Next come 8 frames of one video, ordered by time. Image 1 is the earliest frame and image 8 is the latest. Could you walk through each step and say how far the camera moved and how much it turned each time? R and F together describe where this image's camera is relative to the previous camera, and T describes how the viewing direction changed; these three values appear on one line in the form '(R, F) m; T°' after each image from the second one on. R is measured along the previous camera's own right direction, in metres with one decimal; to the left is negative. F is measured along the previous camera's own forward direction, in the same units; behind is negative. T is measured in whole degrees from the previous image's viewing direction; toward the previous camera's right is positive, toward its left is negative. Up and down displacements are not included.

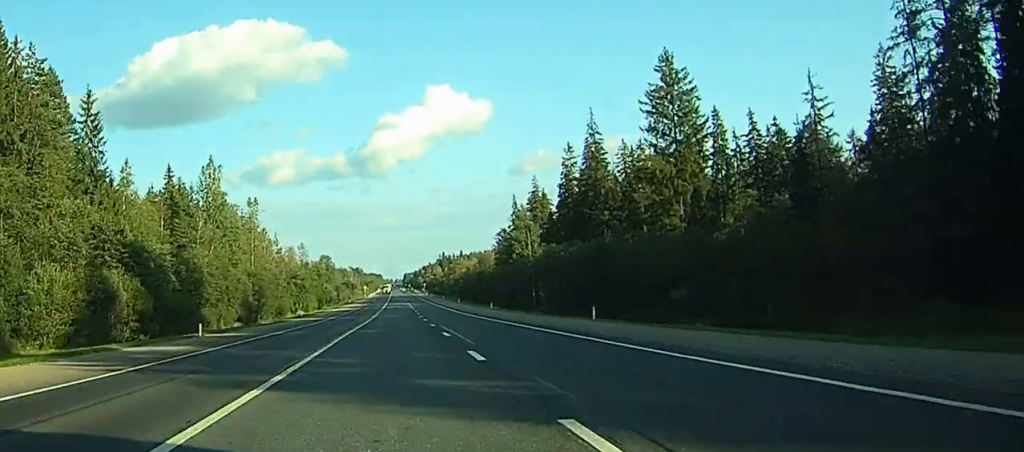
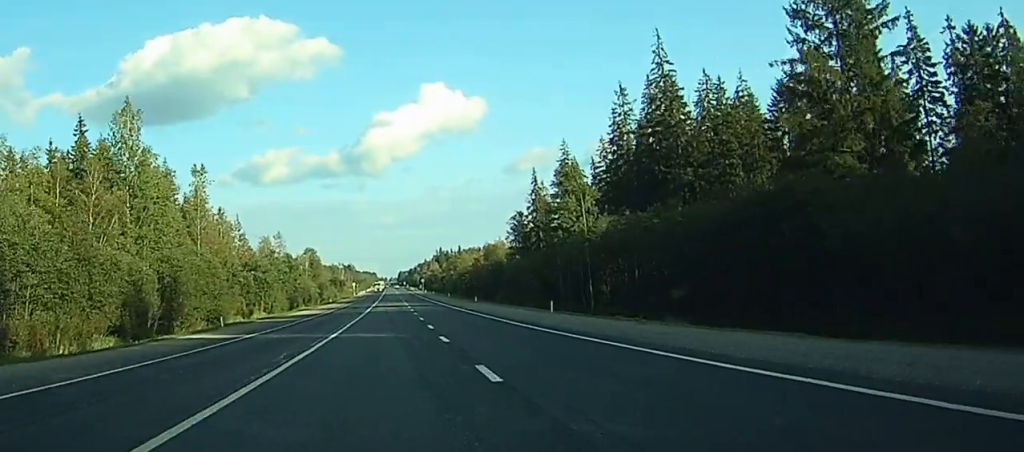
(-0.3, +40.0) m; 0°
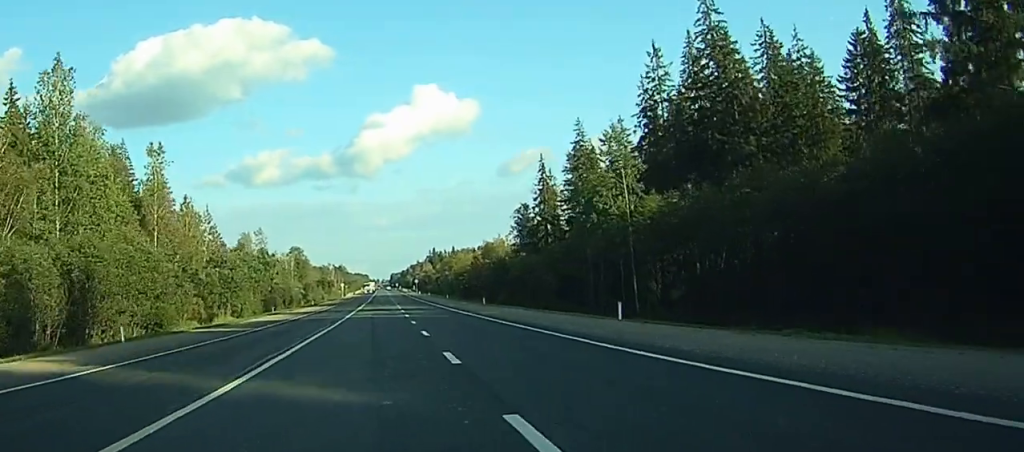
(+0.1, +18.6) m; 0°
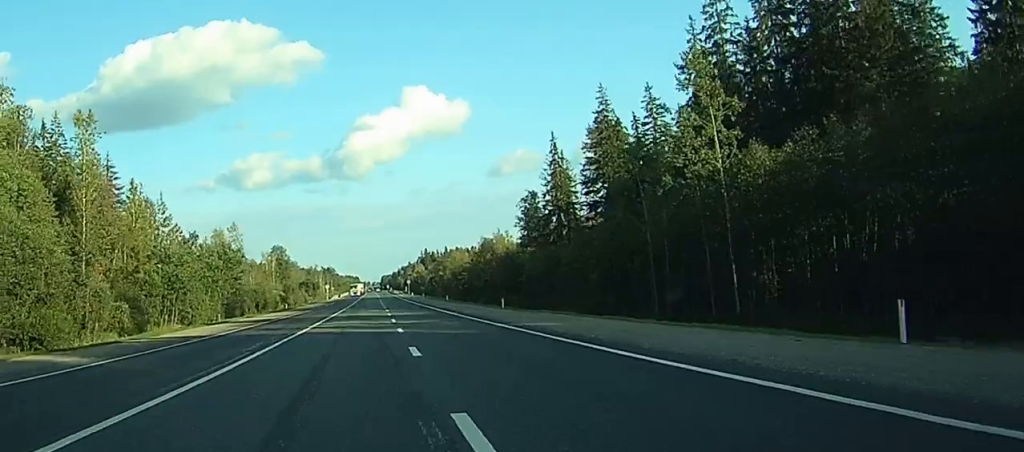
(+0.1, +21.7) m; 0°
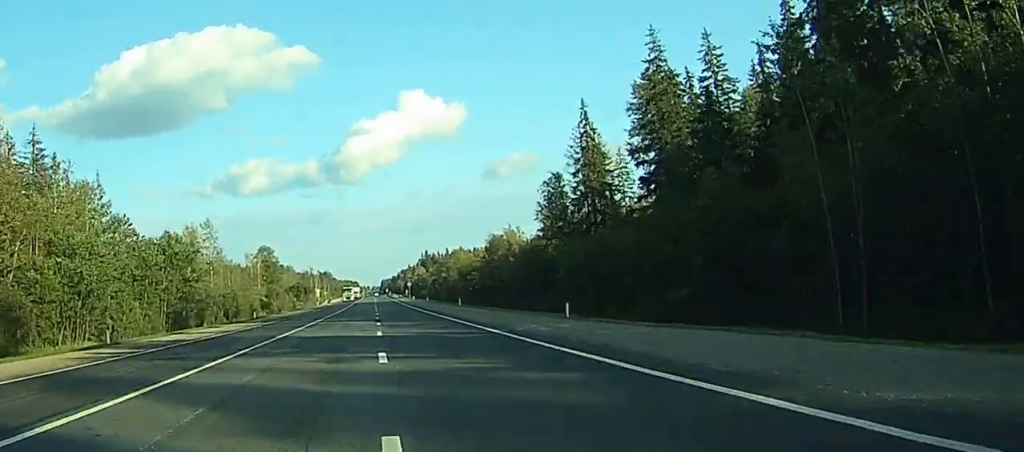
(-0.1, +24.8) m; 0°
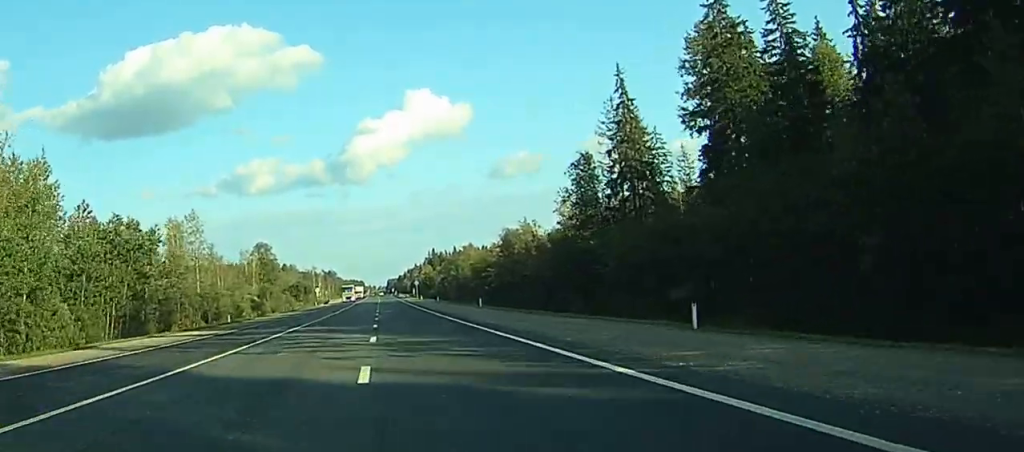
(+0.1, +16.5) m; 0°
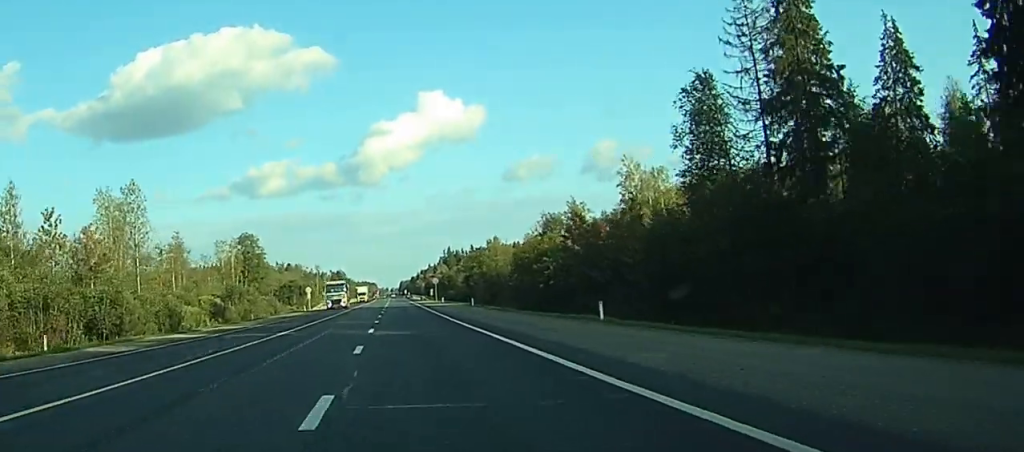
(+0.2, +41.0) m; 0°
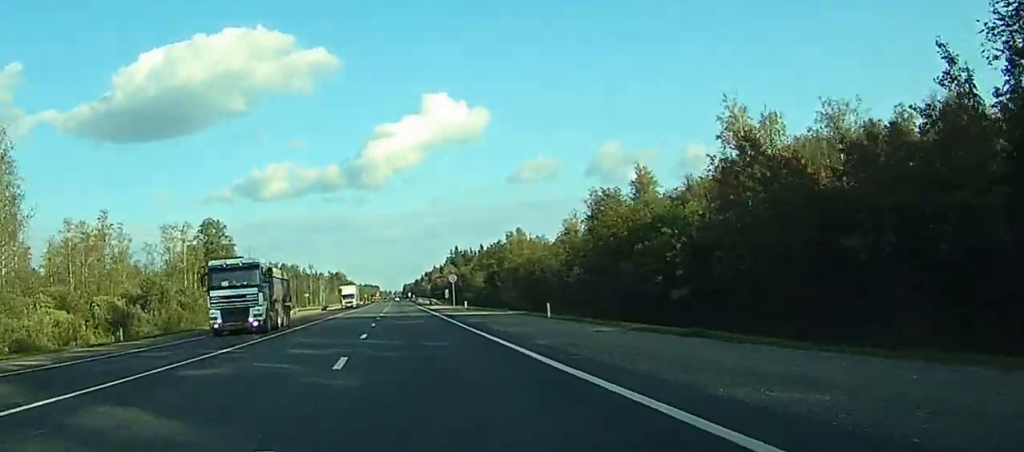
(0.0, +40.5) m; 0°
